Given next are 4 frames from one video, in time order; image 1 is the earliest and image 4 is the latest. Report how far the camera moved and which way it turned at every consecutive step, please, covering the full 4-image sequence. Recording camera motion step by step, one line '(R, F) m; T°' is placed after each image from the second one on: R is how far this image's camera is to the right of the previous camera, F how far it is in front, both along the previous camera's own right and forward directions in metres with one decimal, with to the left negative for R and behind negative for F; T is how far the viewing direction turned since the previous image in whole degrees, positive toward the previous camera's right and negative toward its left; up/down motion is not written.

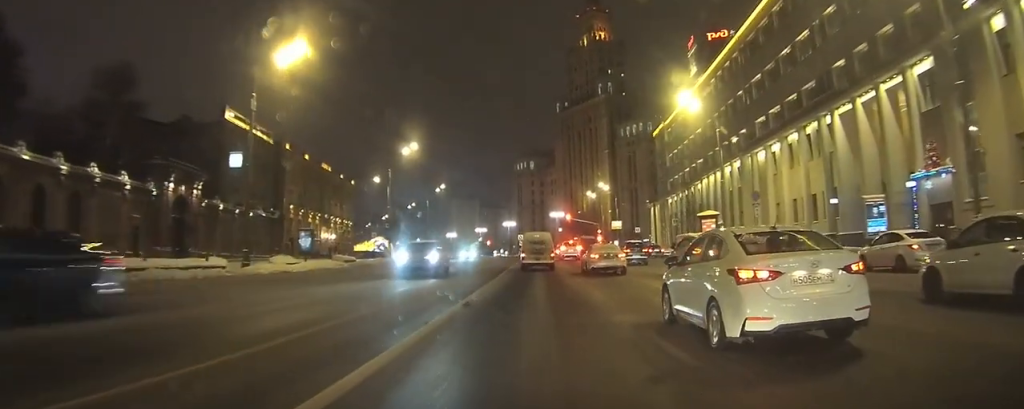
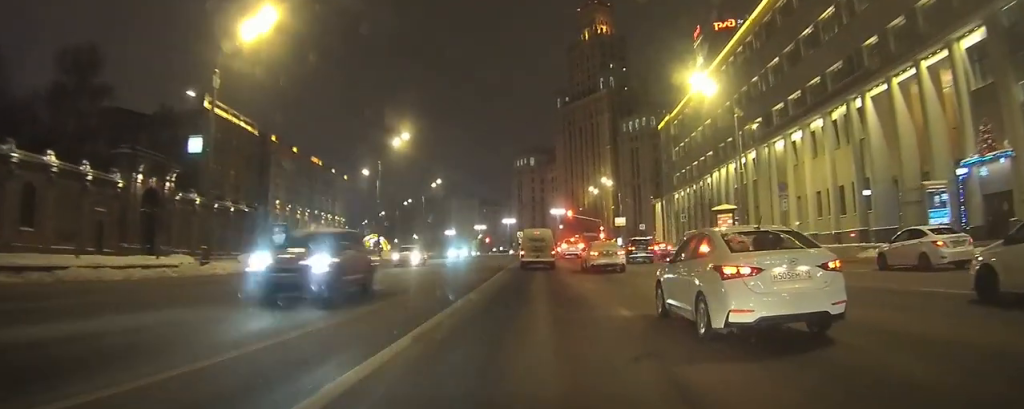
(-0.1, +4.8) m; 0°
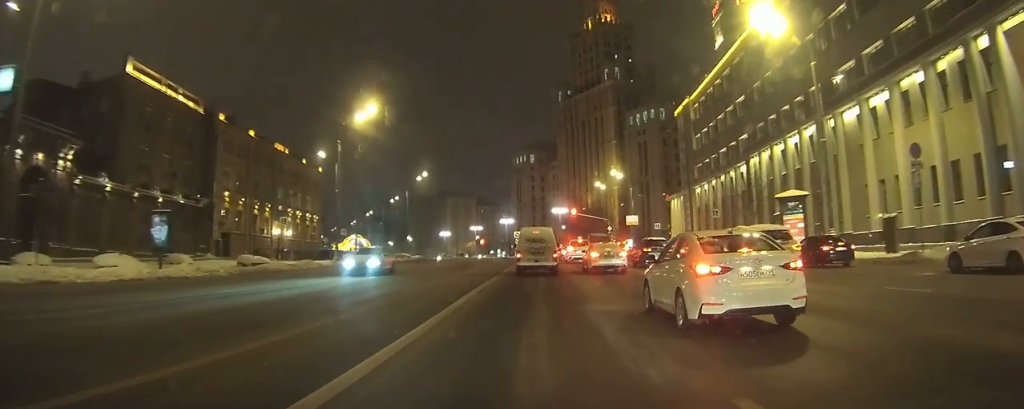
(+0.3, +13.2) m; +2°
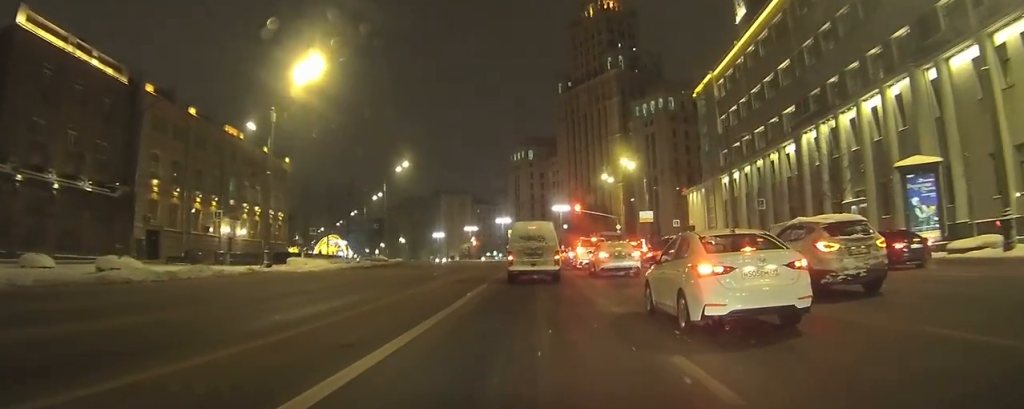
(0.0, +12.4) m; +1°
